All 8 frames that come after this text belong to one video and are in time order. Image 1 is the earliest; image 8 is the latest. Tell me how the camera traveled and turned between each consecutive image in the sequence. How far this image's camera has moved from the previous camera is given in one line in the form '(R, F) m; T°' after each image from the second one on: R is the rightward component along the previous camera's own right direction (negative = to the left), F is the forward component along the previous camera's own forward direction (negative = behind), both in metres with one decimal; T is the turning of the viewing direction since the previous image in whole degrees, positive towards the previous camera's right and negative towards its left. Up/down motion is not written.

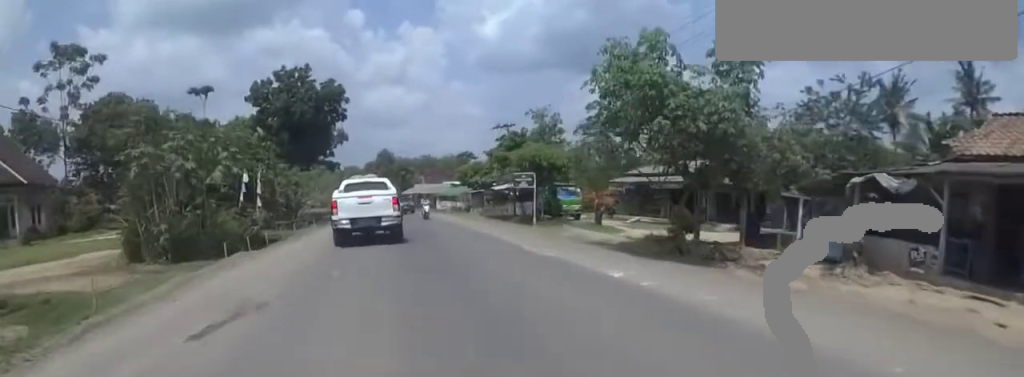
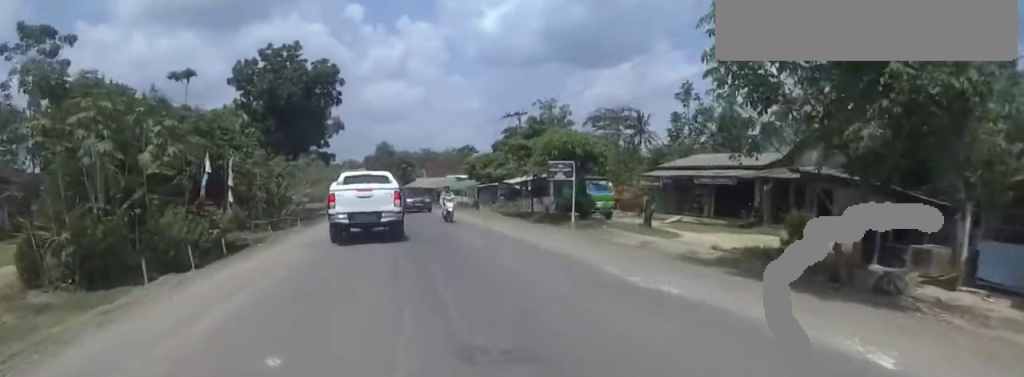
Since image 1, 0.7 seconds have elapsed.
(0.0, +4.2) m; 0°
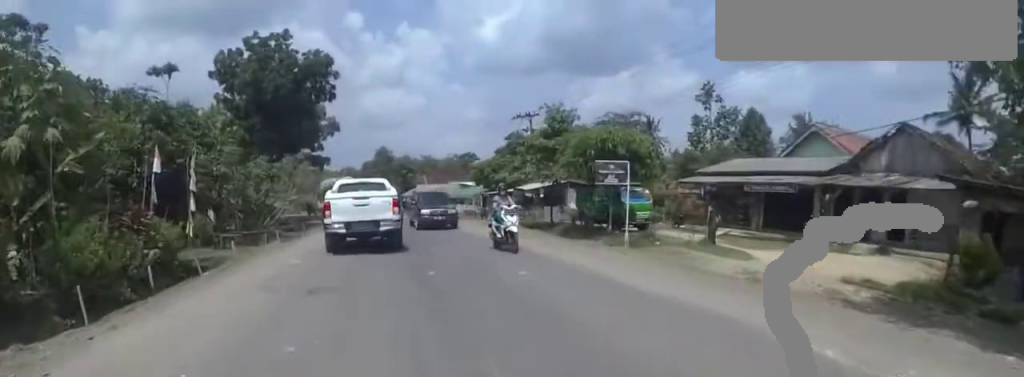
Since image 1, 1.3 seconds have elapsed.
(0.0, +3.9) m; 0°
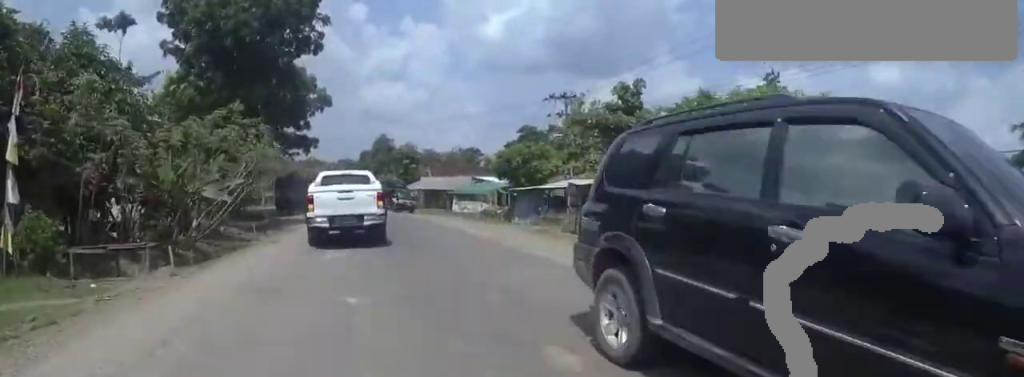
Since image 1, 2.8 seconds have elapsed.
(0.0, +8.5) m; 0°
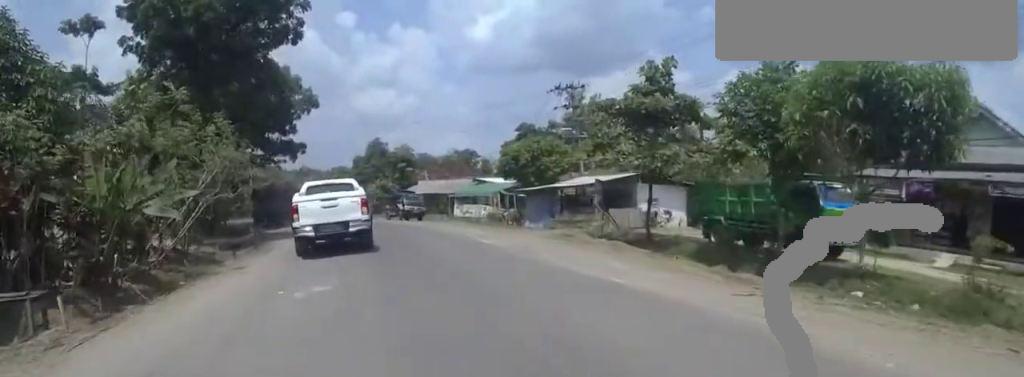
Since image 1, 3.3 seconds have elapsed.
(0.0, +3.0) m; -2°
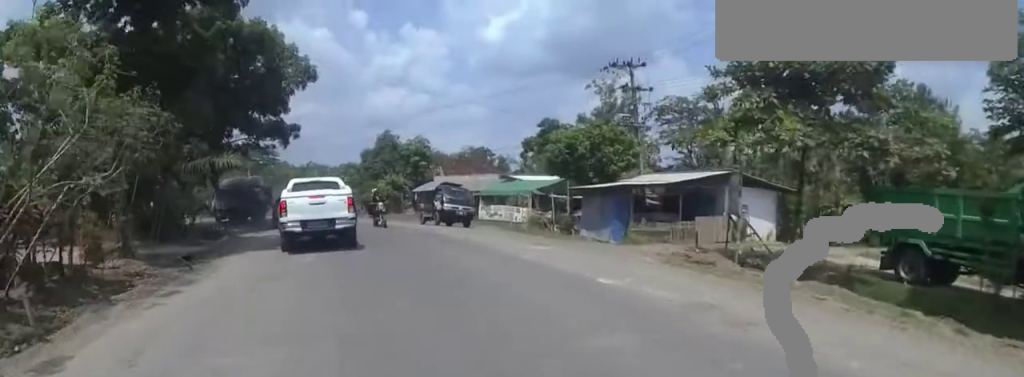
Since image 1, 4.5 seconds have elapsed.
(-0.2, +6.3) m; -10°
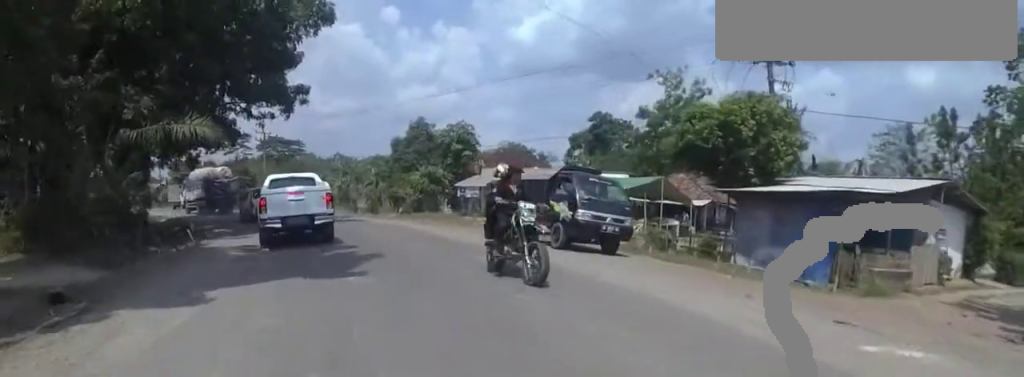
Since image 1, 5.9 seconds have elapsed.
(-1.2, +7.6) m; -1°
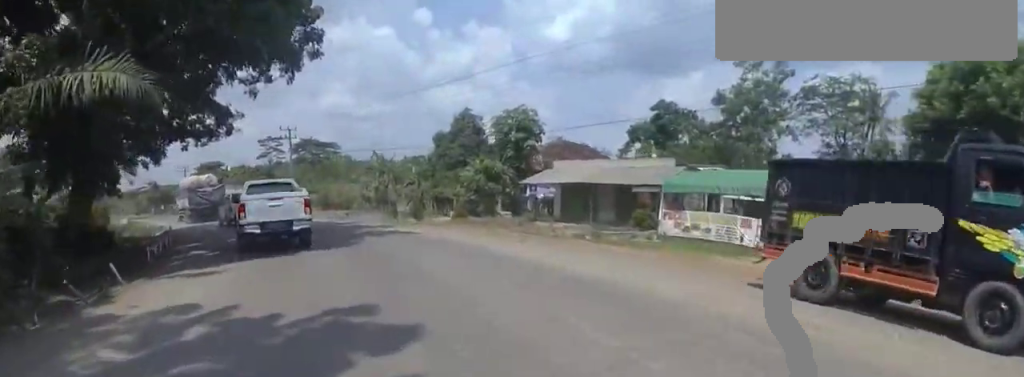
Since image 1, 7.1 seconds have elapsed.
(+1.5, +7.2) m; +9°
